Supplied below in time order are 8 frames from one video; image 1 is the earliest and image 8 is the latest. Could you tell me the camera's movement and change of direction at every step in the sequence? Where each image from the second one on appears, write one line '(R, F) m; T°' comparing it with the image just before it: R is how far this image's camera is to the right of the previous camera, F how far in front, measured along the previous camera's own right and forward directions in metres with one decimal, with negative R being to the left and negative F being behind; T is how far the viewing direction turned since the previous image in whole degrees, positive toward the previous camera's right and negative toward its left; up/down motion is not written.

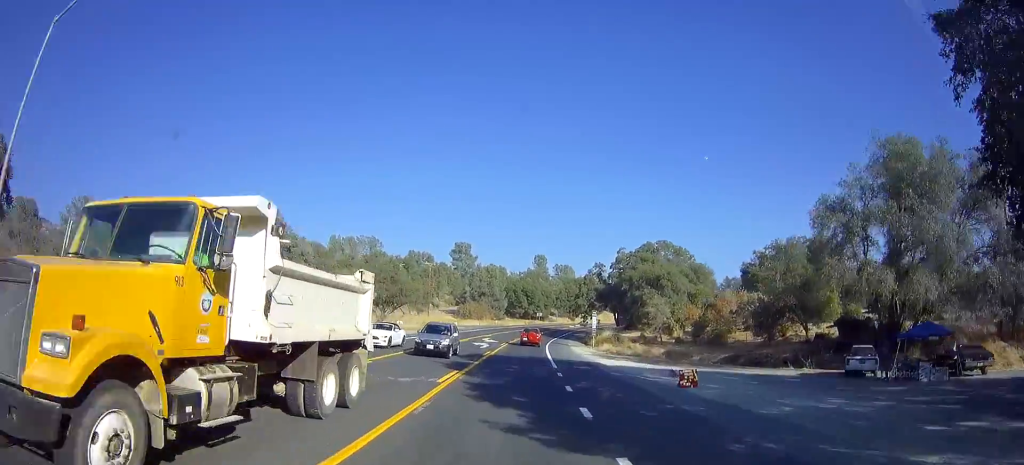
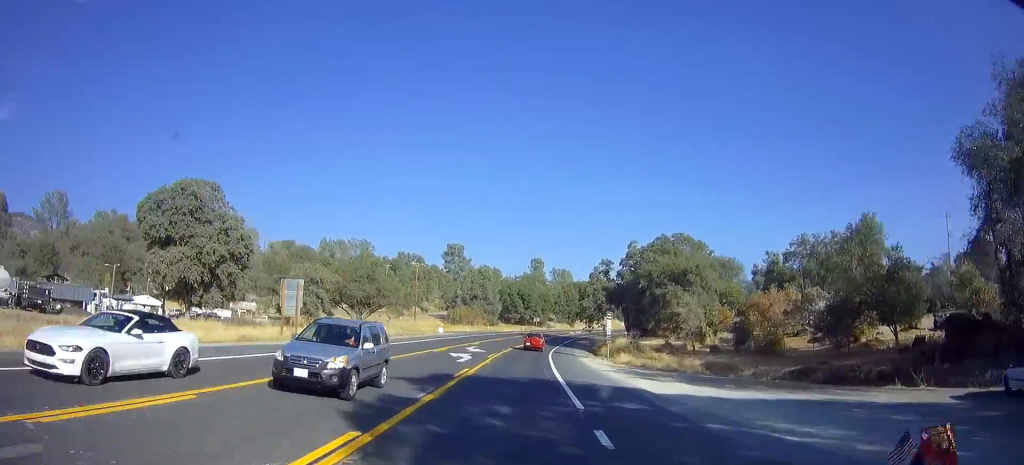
(0.0, +11.7) m; 0°
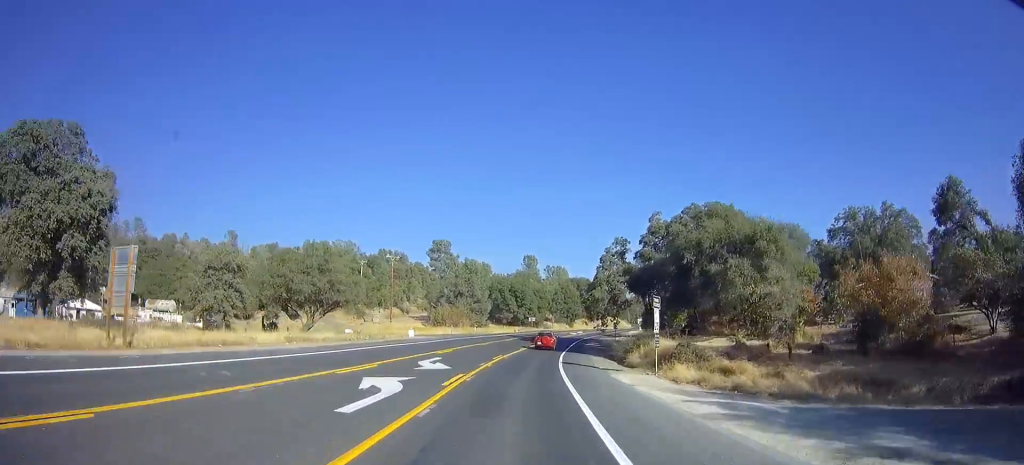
(-0.3, +17.0) m; +1°
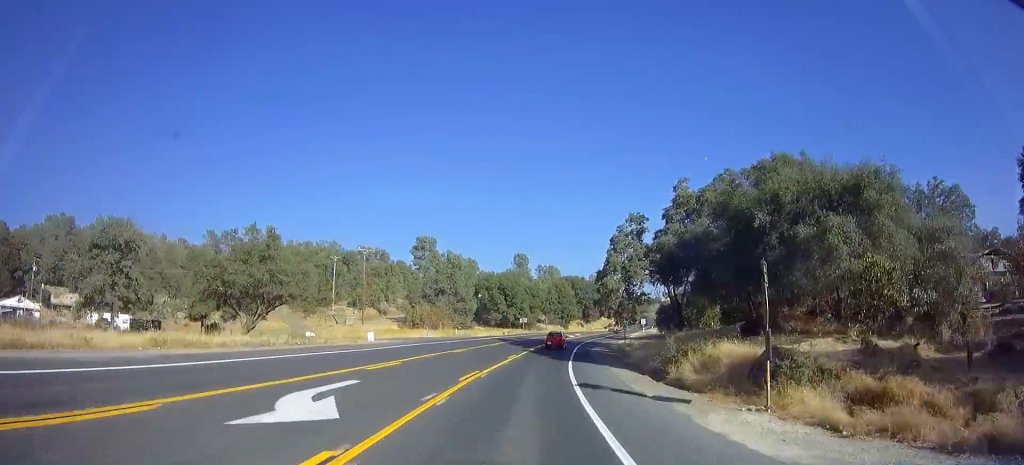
(+0.4, +12.8) m; +2°
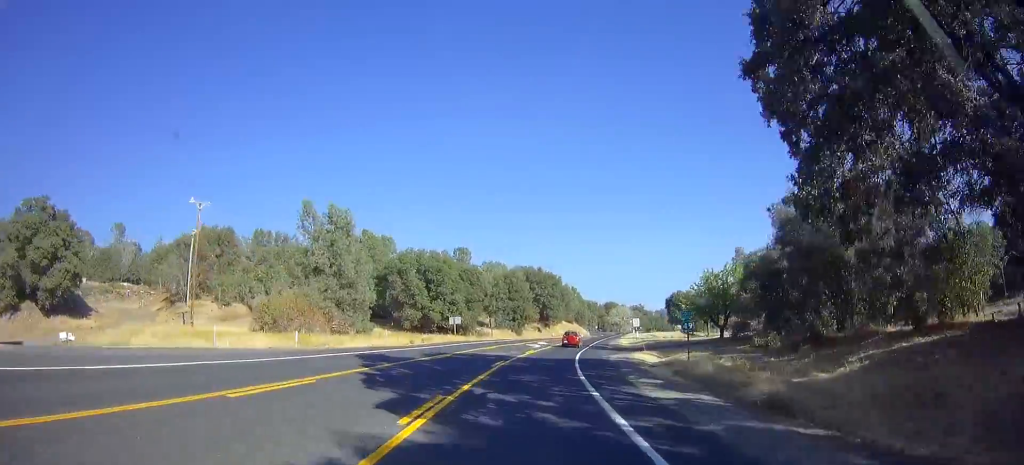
(+1.4, +37.2) m; +5°
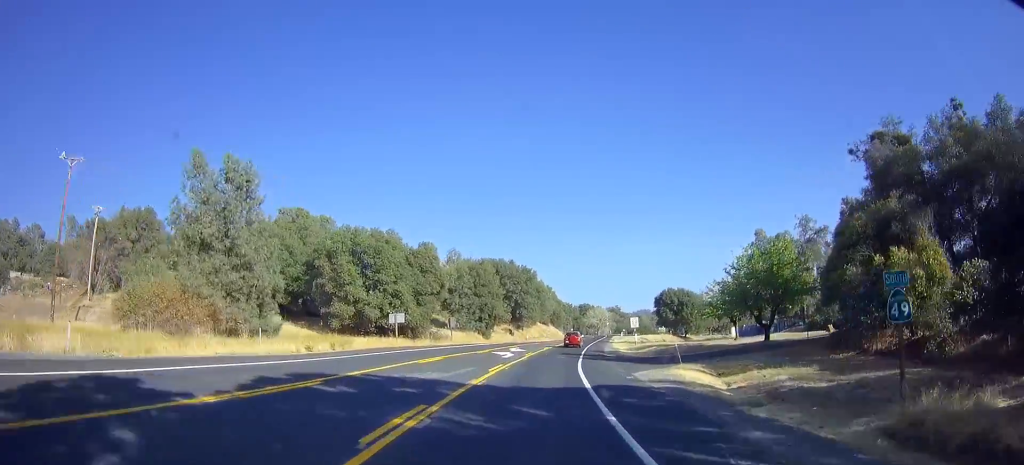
(+0.4, +16.2) m; +2°
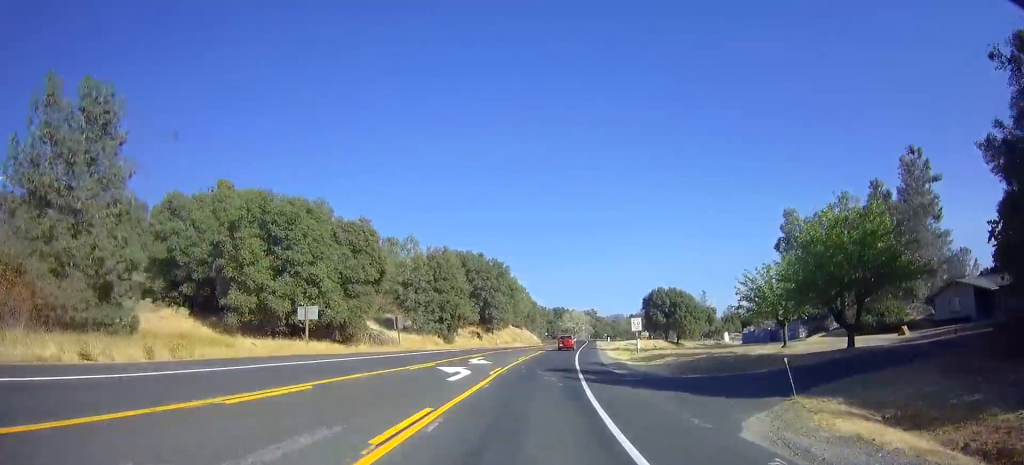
(+0.3, +14.0) m; +3°
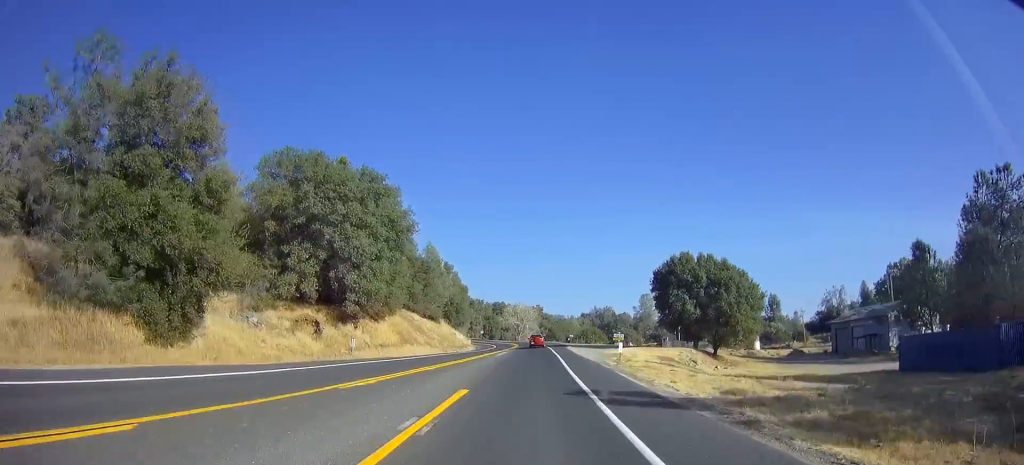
(+4.1, +48.3) m; +7°
